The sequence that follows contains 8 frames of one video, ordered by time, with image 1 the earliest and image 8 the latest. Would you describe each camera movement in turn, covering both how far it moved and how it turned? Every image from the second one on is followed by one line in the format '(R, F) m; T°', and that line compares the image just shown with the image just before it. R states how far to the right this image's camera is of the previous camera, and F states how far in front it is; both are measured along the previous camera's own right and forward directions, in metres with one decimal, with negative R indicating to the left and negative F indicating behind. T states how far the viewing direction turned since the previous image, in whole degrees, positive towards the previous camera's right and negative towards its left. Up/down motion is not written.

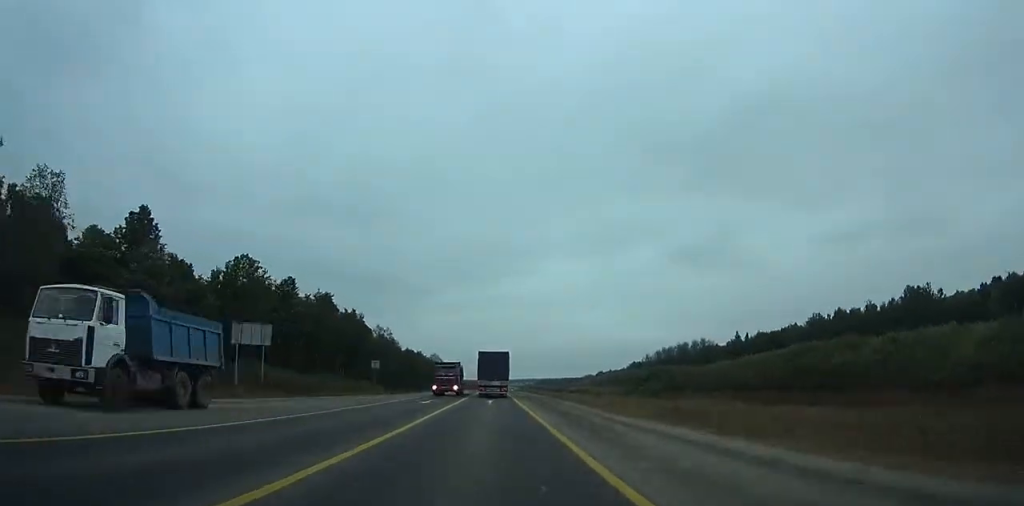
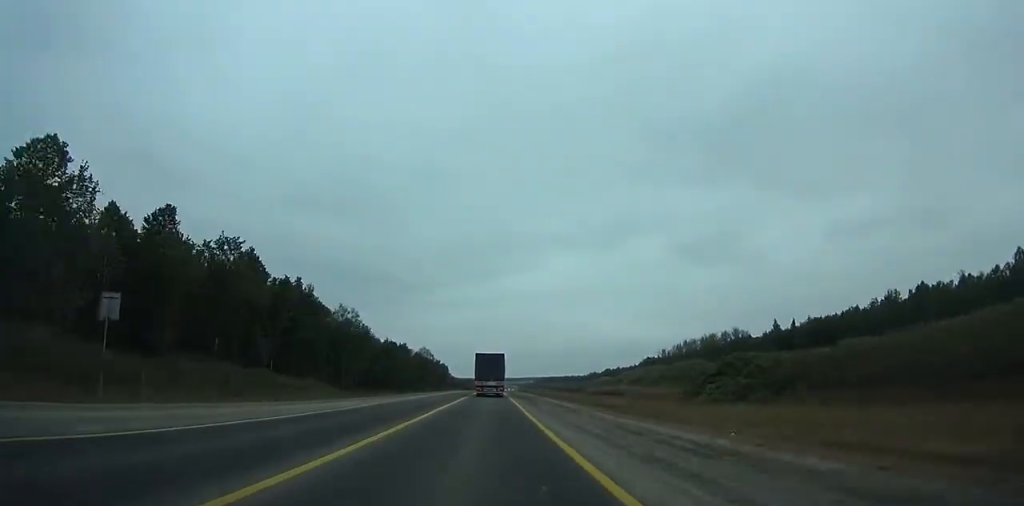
(+0.1, +42.4) m; 0°
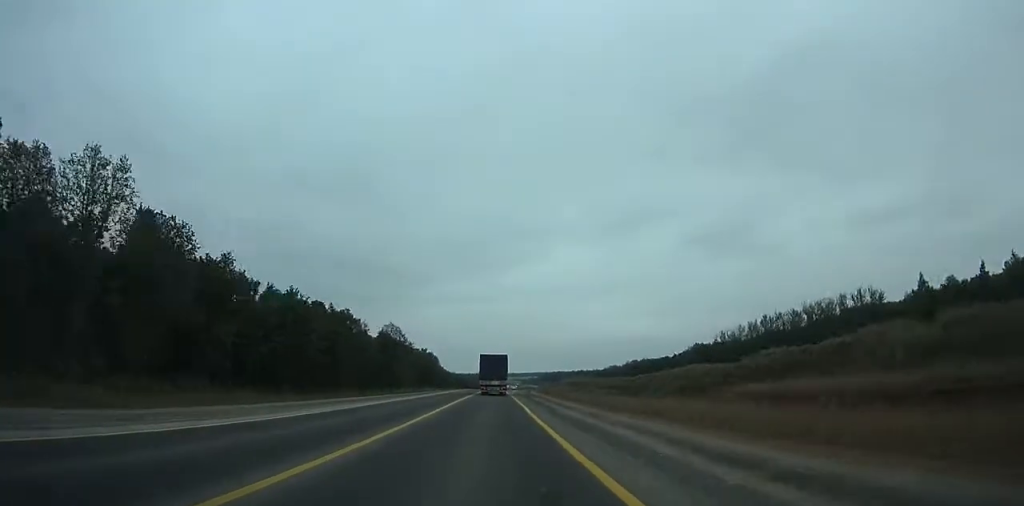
(+0.1, +91.9) m; 0°
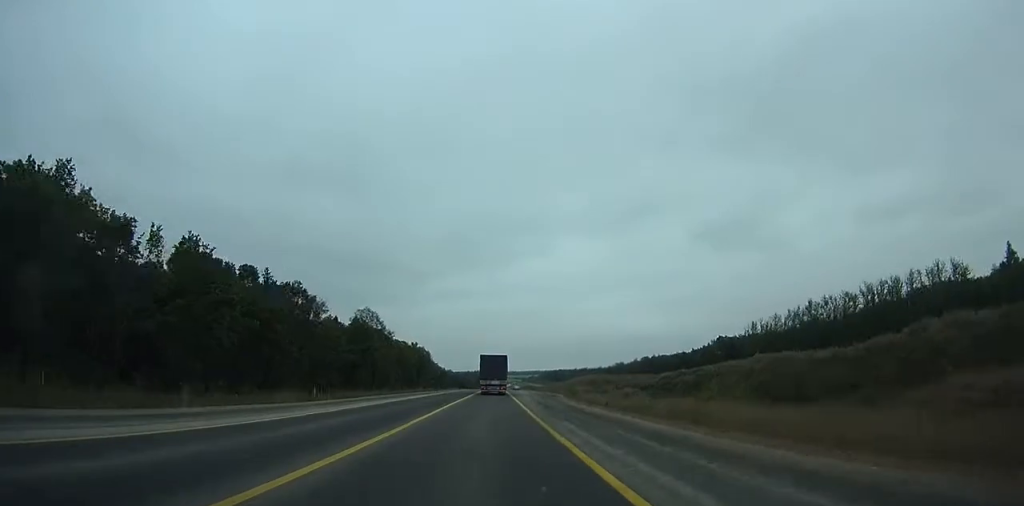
(-0.1, +34.7) m; 0°
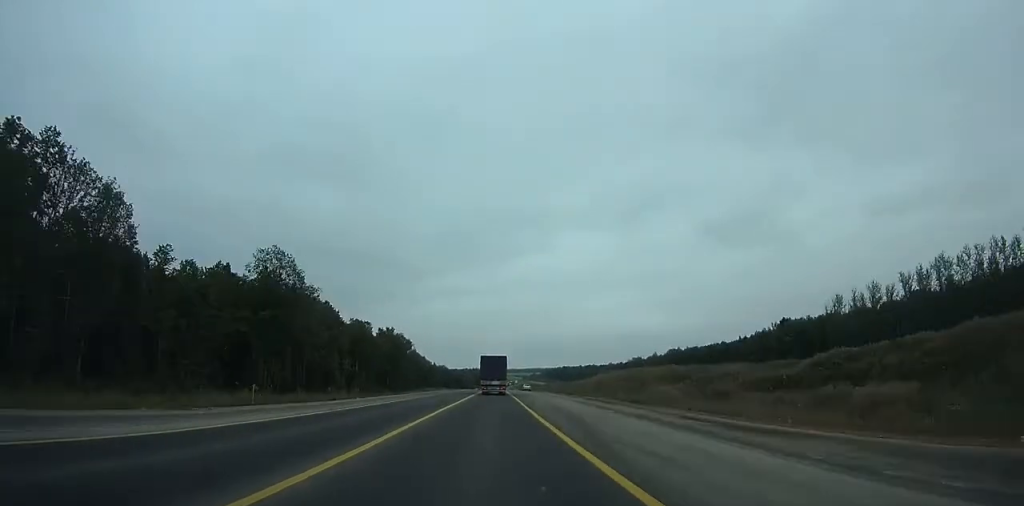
(0.0, +63.5) m; 0°
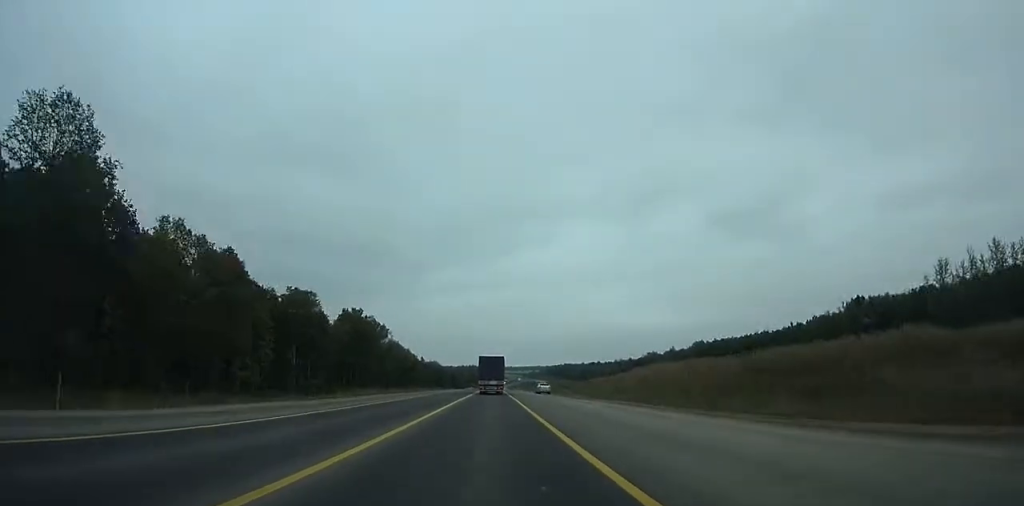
(0.0, +48.6) m; 0°
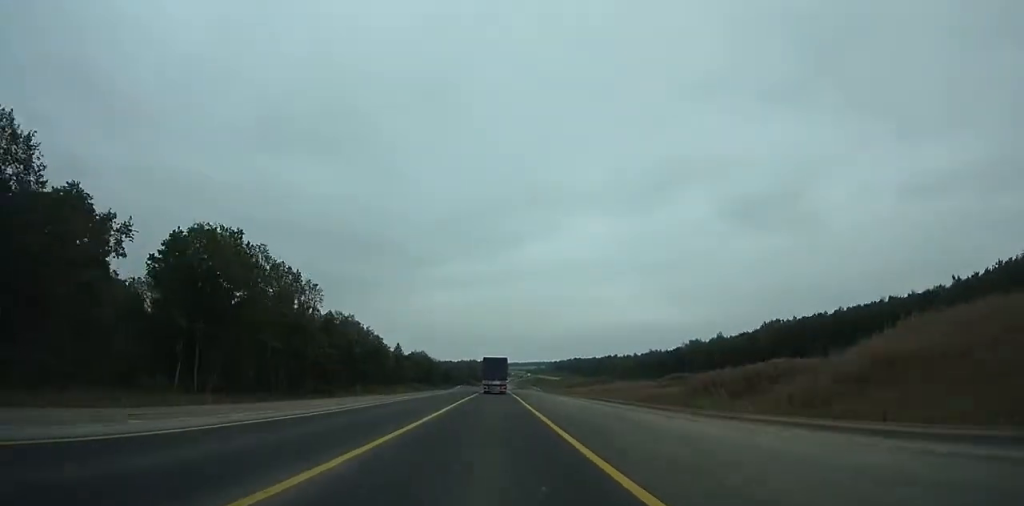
(-0.1, +81.7) m; 0°
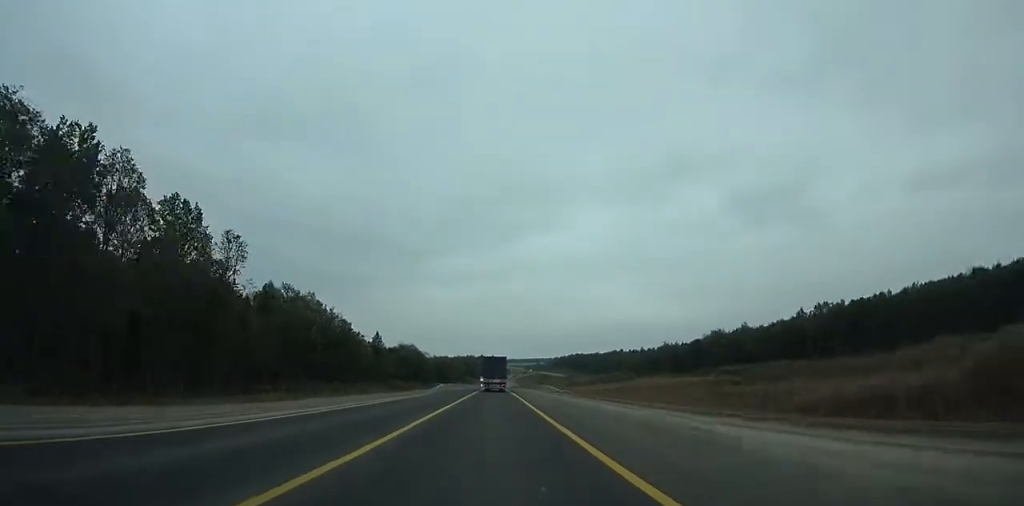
(-0.1, +35.1) m; 0°
